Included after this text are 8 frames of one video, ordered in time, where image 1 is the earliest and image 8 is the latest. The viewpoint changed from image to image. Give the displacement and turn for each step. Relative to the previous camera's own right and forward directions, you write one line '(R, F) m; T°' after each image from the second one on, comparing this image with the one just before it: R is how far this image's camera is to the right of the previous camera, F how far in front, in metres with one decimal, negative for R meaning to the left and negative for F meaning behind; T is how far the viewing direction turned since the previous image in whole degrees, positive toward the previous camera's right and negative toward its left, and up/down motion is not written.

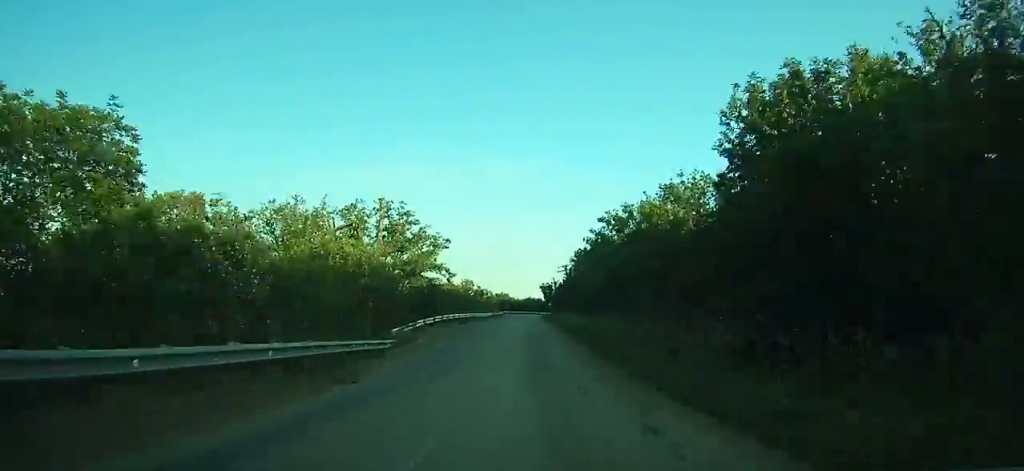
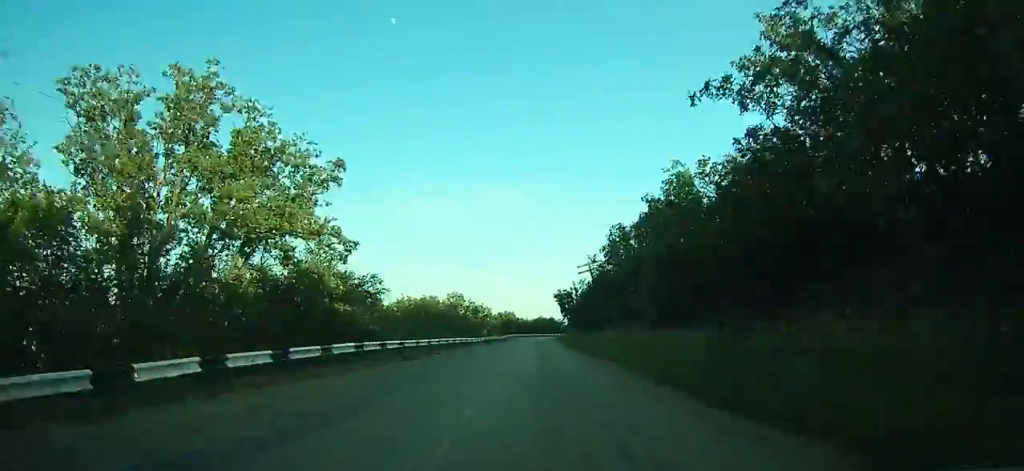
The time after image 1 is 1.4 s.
(+4.0, +24.8) m; -3°
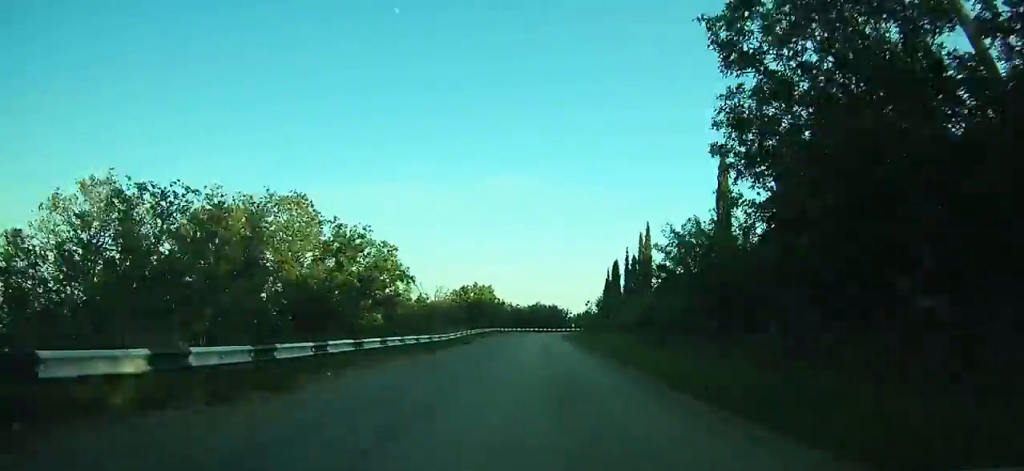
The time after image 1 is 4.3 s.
(-11.6, +51.9) m; -6°
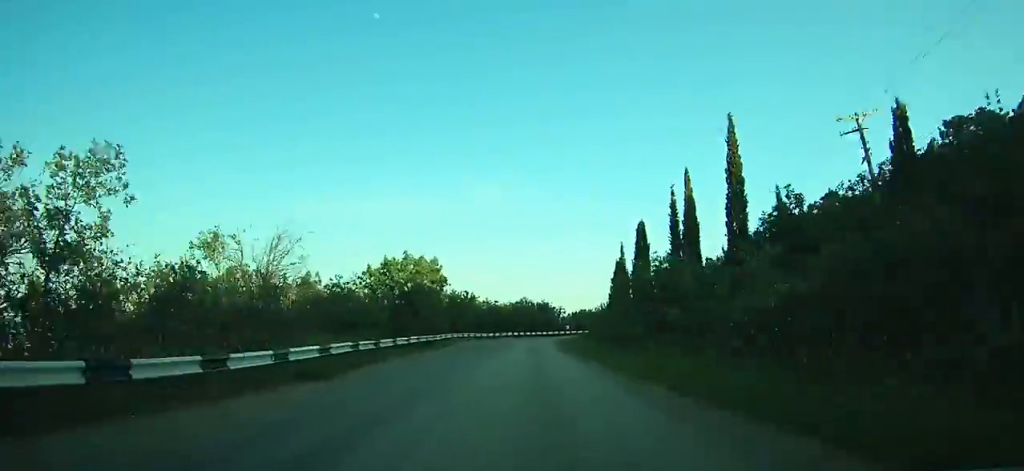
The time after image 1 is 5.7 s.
(+2.7, +24.5) m; +5°
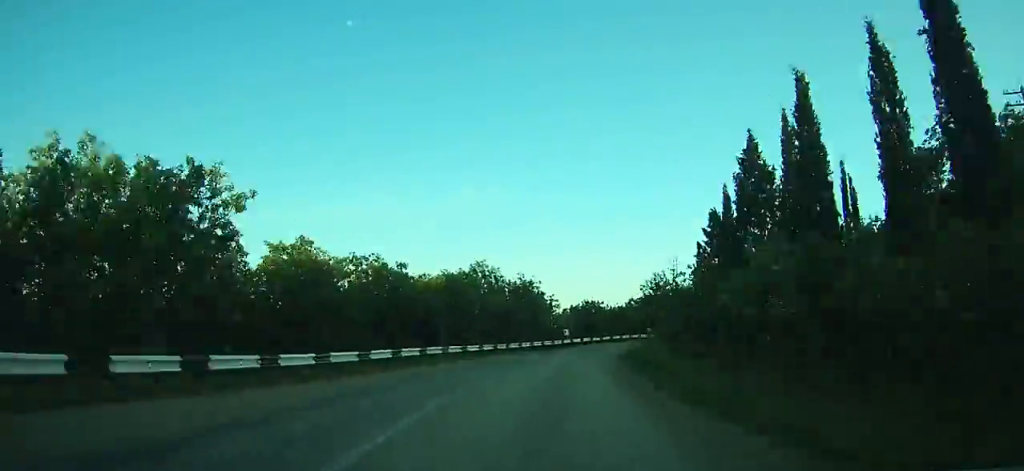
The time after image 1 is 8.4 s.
(+4.1, +45.9) m; +11°
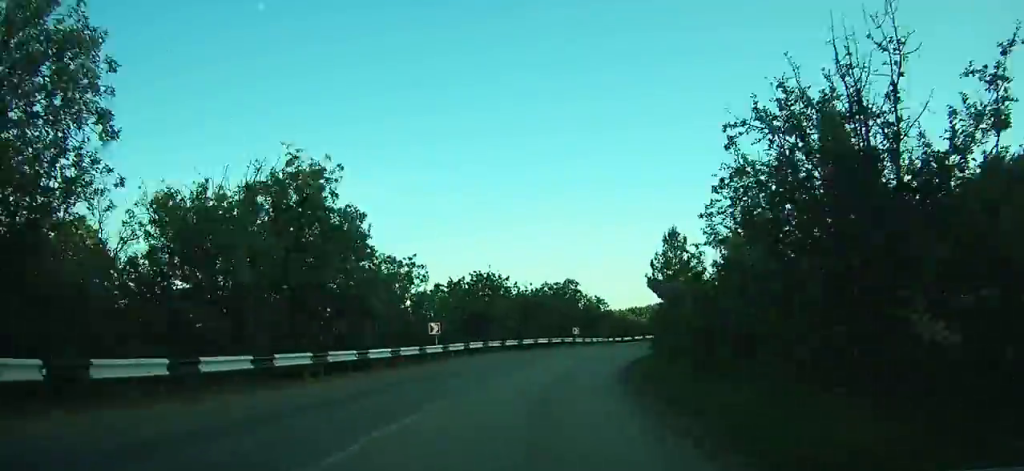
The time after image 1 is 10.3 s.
(-0.3, +31.2) m; +9°
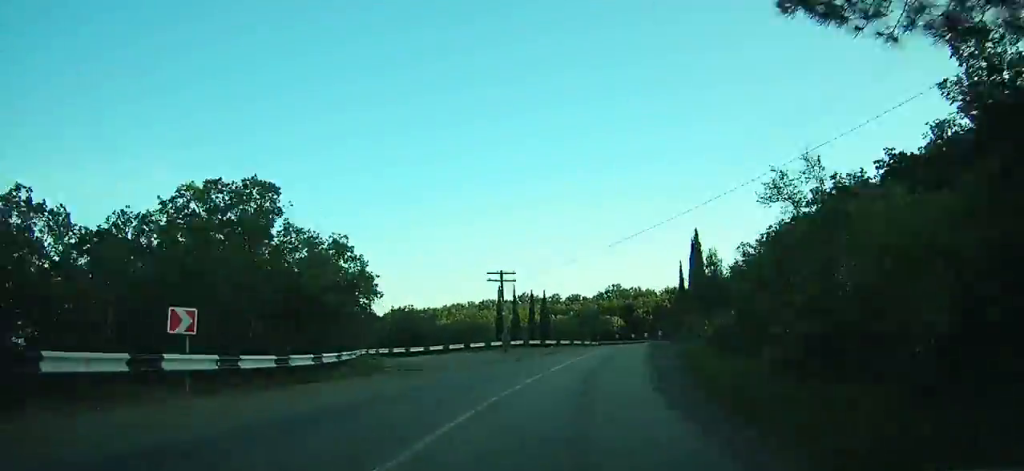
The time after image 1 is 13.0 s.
(+7.2, +40.2) m; +17°
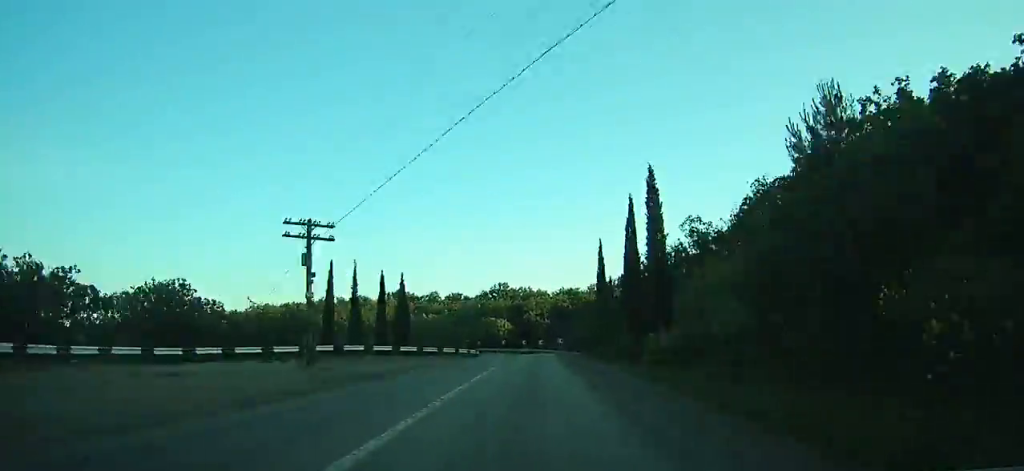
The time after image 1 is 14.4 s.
(+2.4, +19.7) m; +4°
